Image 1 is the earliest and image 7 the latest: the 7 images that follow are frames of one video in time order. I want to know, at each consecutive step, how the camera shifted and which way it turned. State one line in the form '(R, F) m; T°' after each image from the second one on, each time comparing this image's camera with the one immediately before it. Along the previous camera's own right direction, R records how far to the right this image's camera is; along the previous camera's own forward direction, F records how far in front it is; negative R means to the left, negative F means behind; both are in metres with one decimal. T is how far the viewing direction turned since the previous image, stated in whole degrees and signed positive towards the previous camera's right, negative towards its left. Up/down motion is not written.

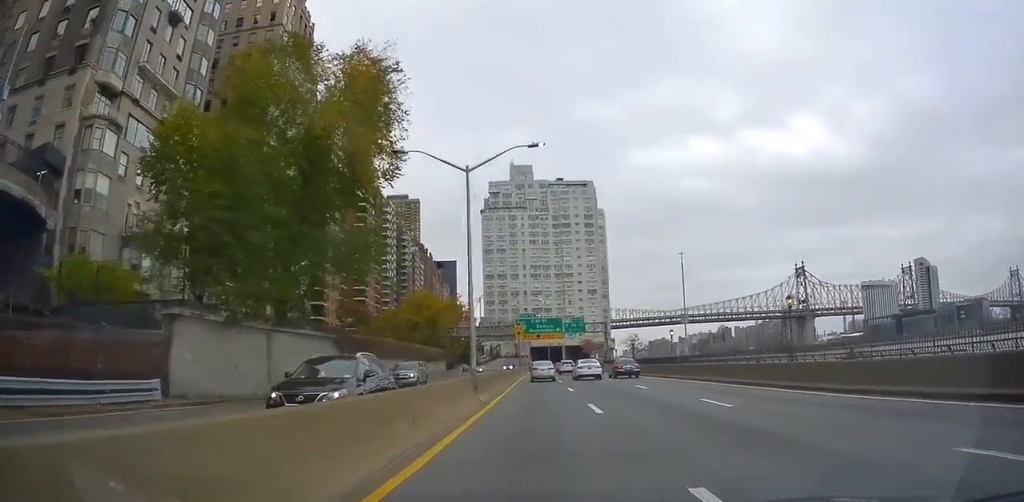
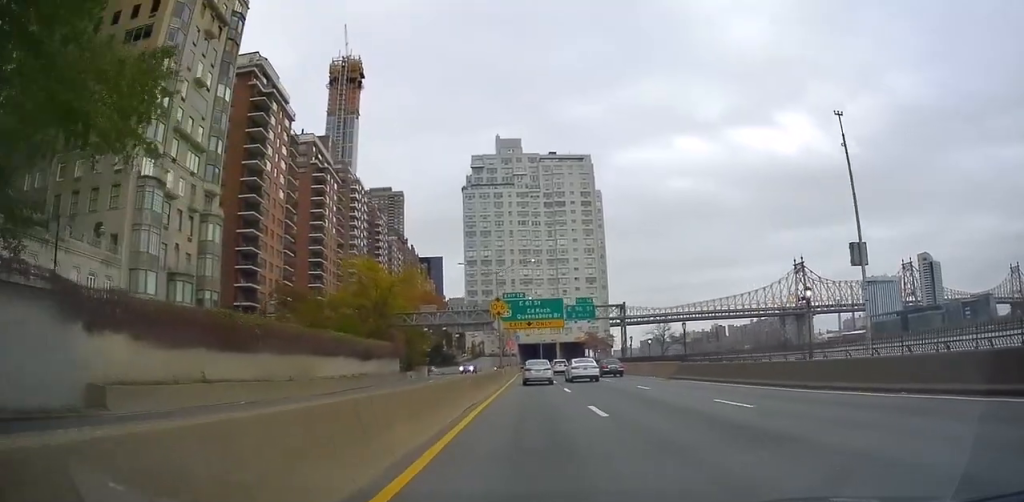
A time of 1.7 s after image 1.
(+0.3, +29.3) m; +1°
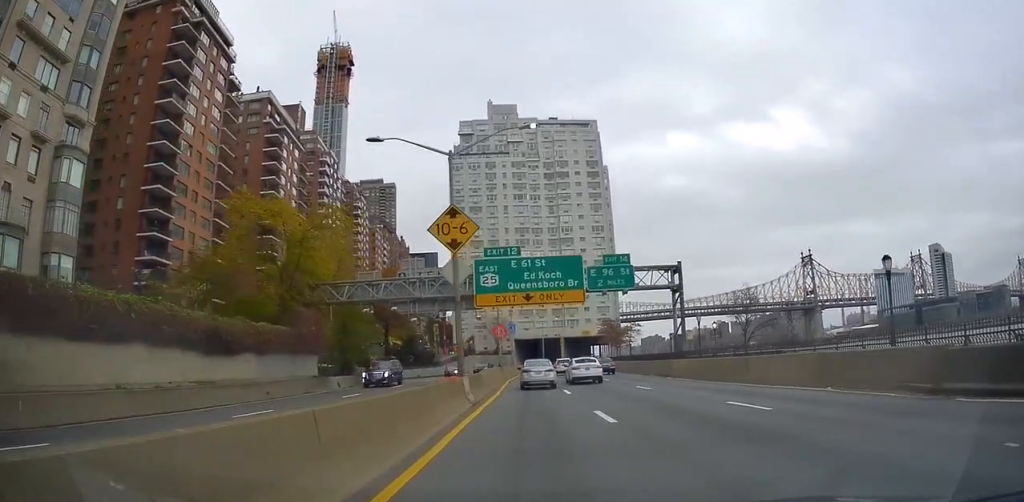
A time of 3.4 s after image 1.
(-0.1, +25.7) m; 0°
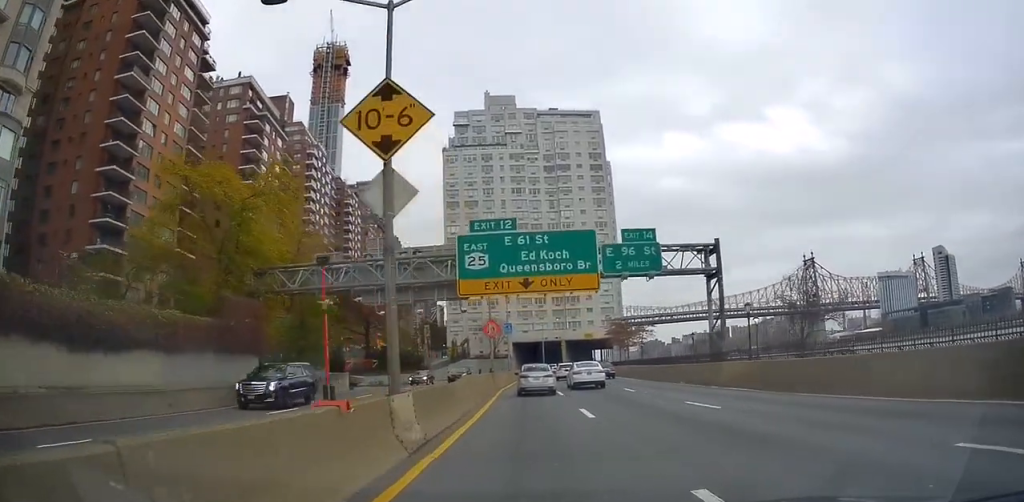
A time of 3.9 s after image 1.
(+0.1, +8.6) m; 0°
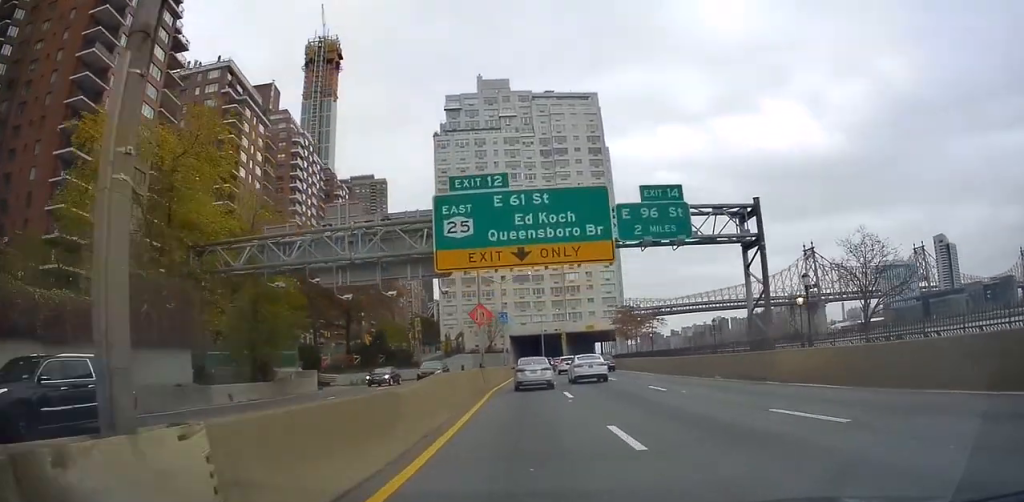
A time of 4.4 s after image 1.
(-0.2, +6.4) m; +1°
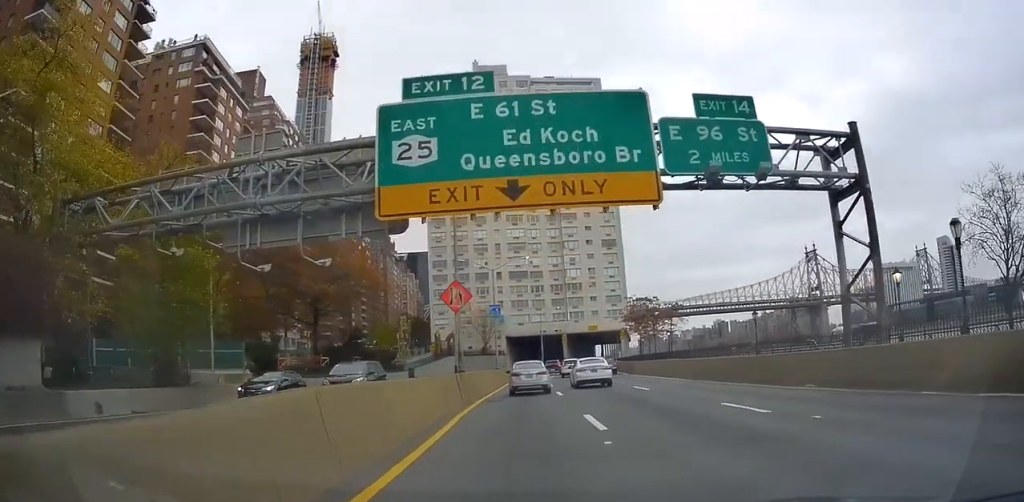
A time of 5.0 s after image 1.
(-0.1, +8.9) m; +1°
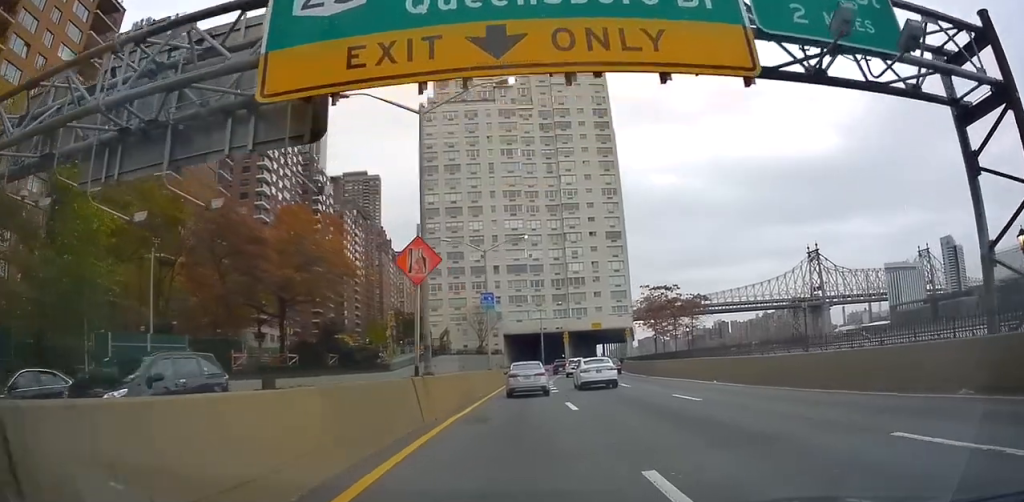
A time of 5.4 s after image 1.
(+0.3, +7.1) m; +1°
